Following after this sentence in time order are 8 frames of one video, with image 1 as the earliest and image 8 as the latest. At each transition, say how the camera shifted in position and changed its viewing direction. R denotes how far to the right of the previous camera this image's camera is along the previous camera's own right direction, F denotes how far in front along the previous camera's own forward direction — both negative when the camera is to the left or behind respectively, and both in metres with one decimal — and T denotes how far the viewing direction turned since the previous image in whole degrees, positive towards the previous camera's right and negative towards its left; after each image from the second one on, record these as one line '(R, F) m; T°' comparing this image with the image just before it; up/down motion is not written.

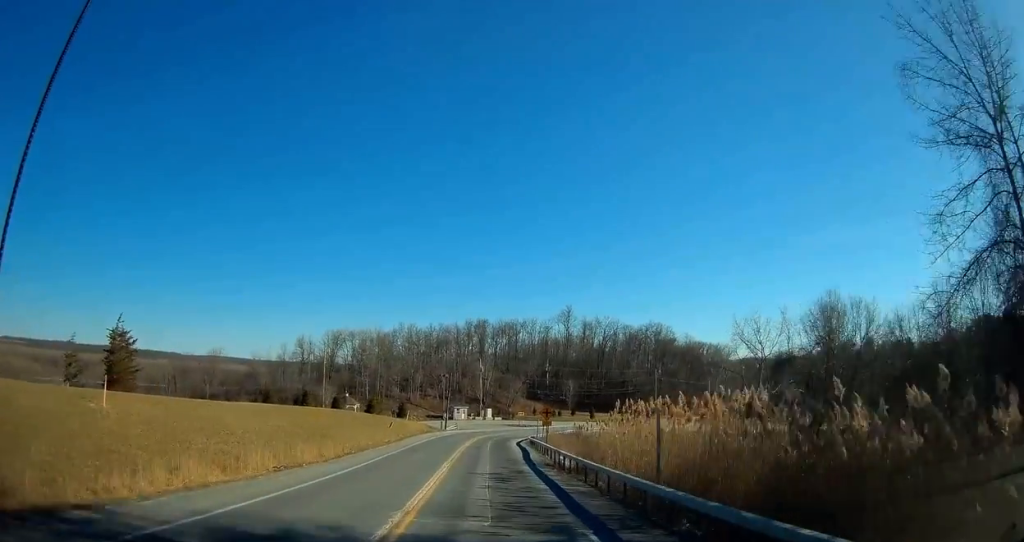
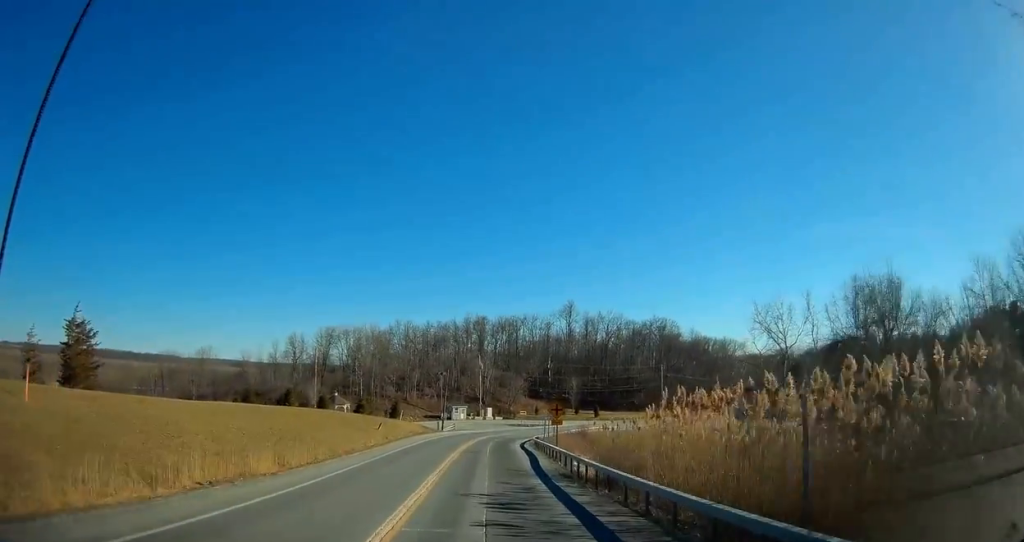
(+0.1, +6.0) m; 0°
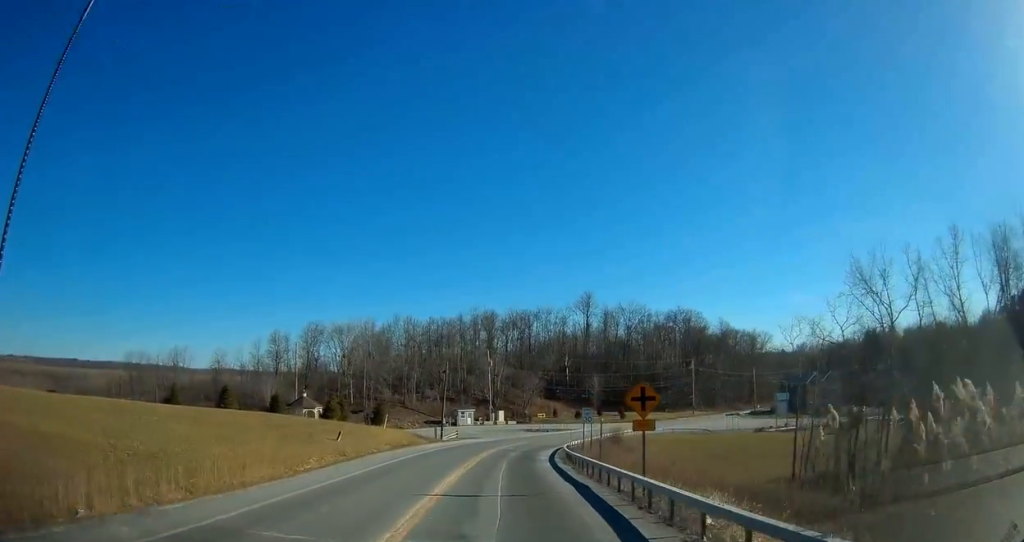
(-0.3, +17.5) m; -2°
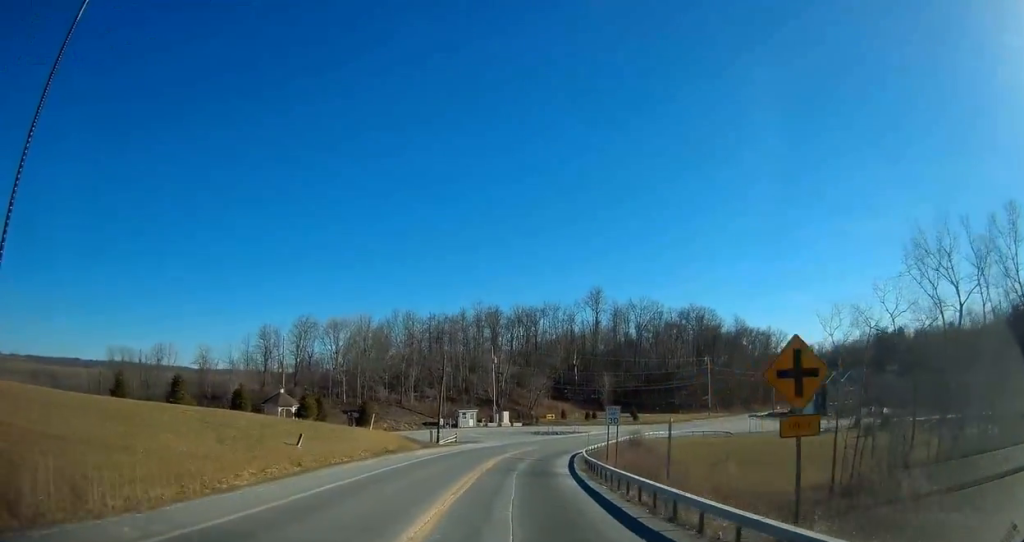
(0.0, +8.0) m; +1°
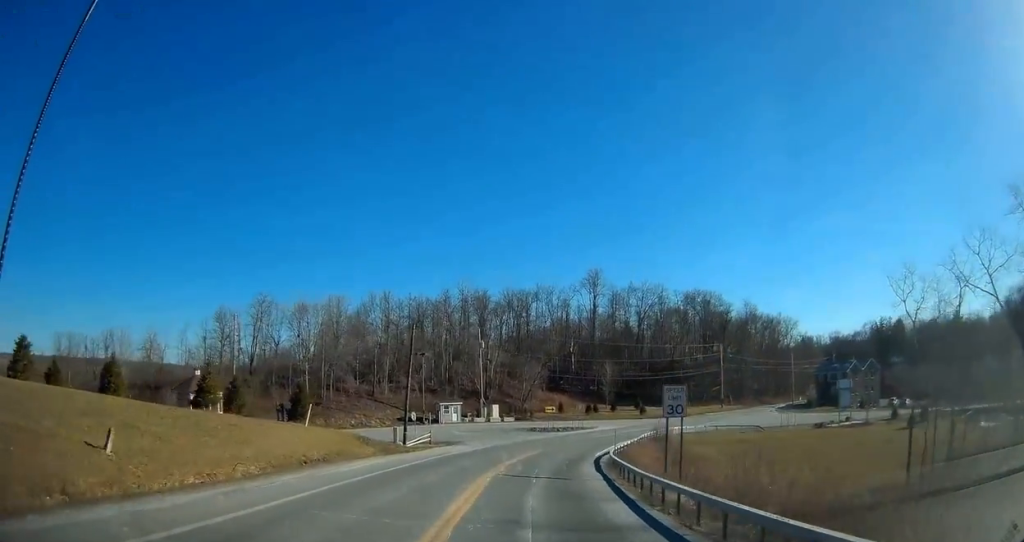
(+0.4, +14.5) m; +3°
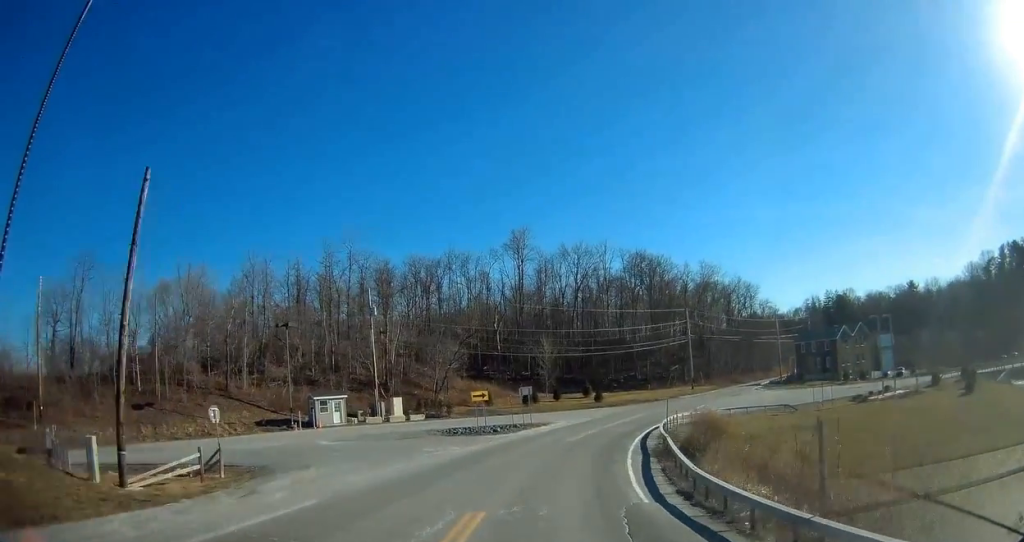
(+0.9, +26.7) m; +7°
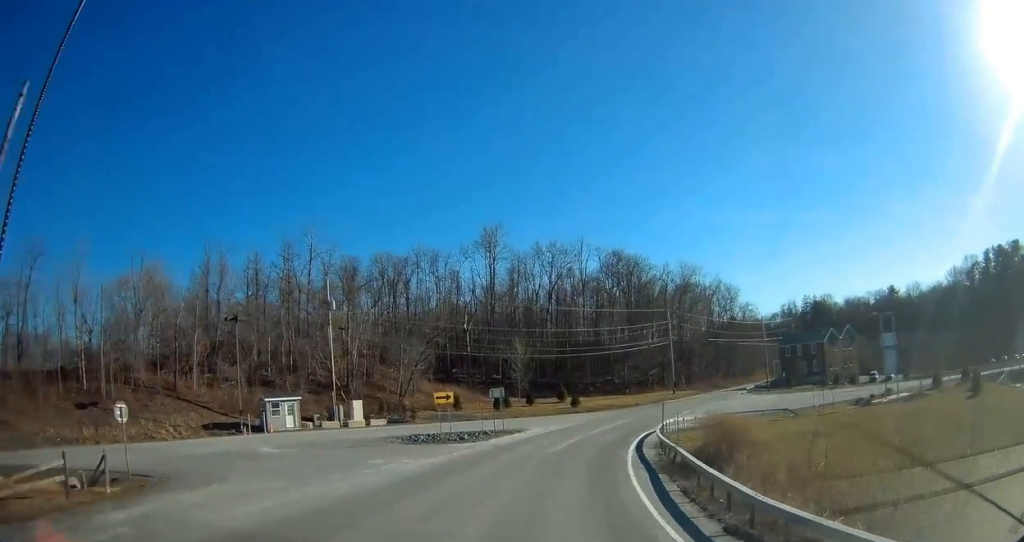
(+0.1, +5.3) m; +3°
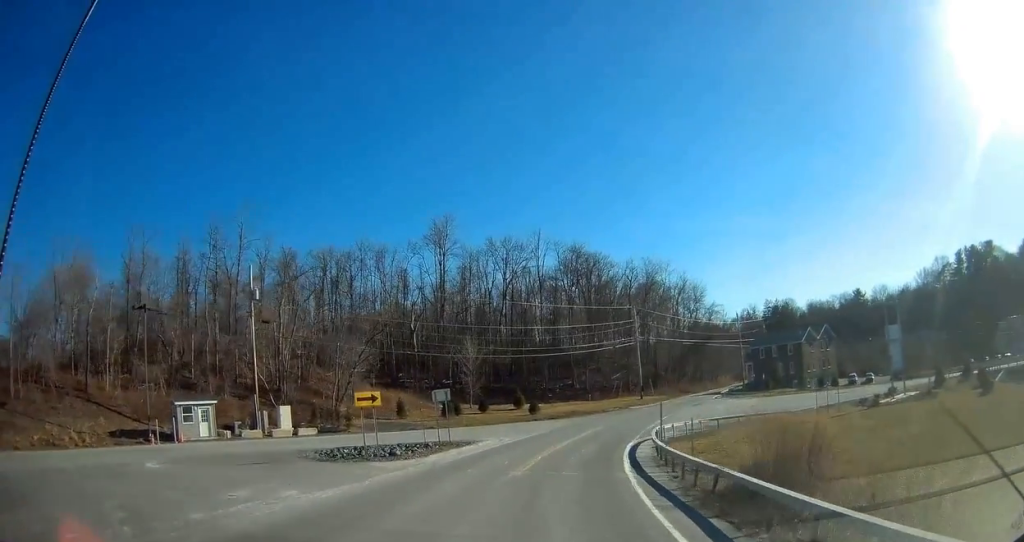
(+0.4, +8.1) m; +5°
